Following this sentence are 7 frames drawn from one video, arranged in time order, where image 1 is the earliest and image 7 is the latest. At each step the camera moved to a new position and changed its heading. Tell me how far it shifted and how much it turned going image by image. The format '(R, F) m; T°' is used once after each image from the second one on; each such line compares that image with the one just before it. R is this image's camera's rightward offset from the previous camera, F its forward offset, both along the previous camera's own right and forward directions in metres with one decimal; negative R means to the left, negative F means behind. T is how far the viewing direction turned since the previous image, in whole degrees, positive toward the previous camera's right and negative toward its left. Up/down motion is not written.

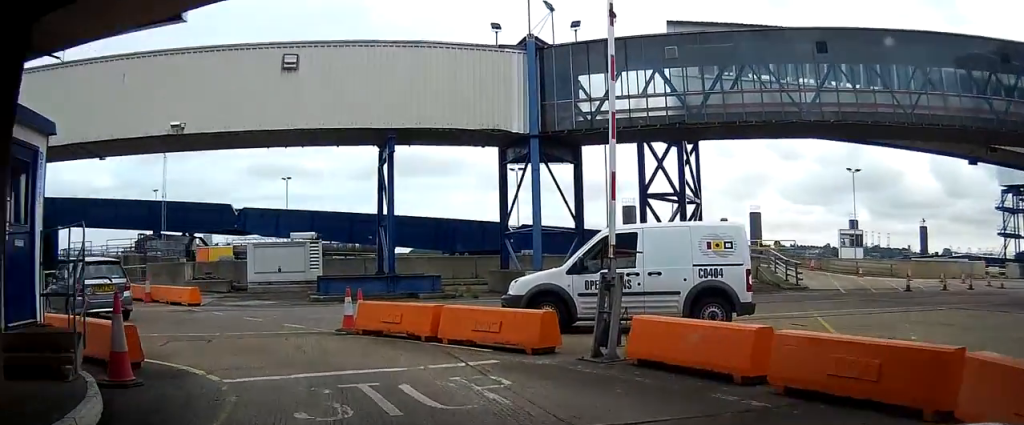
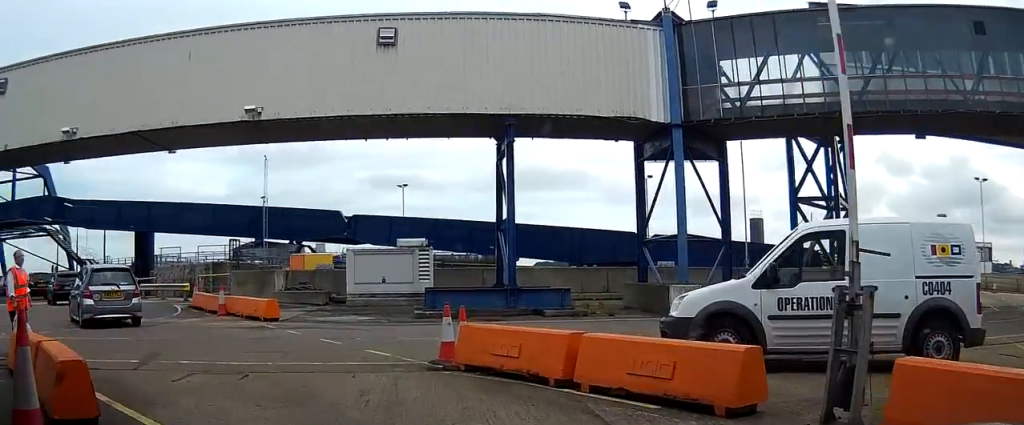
(-0.3, +3.7) m; -10°
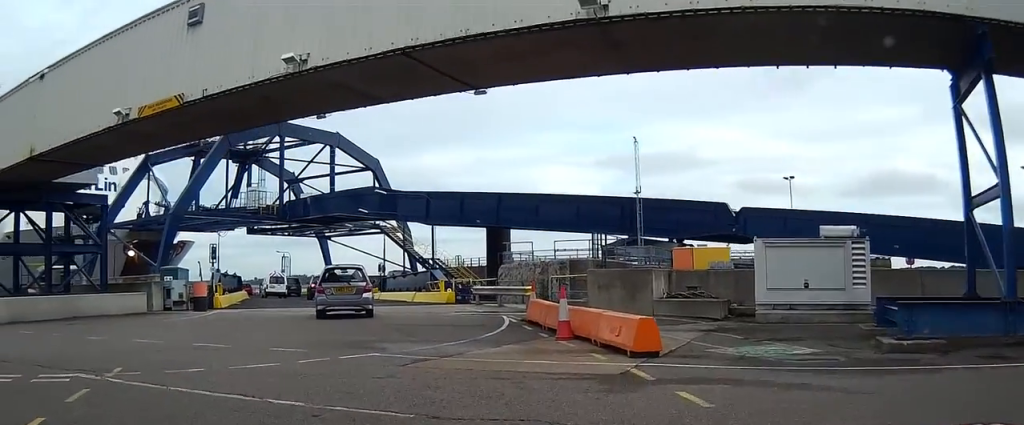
(-1.8, +8.9) m; -26°
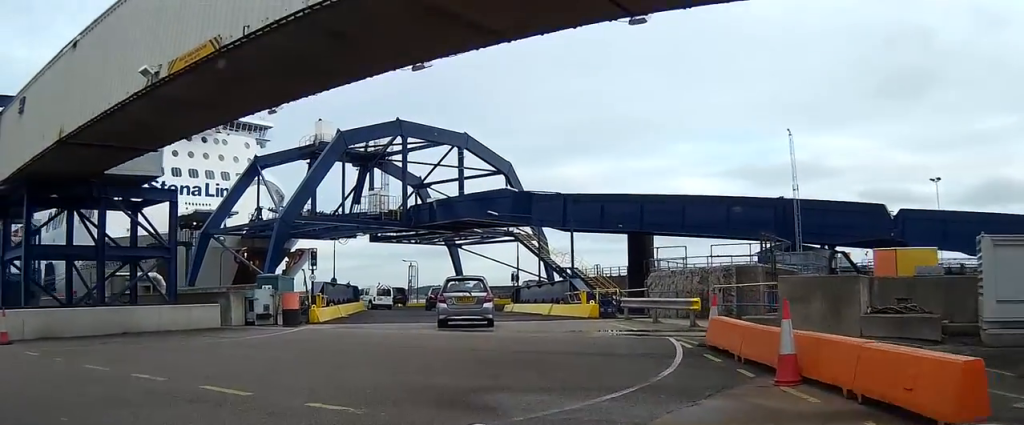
(-0.9, +4.9) m; -17°
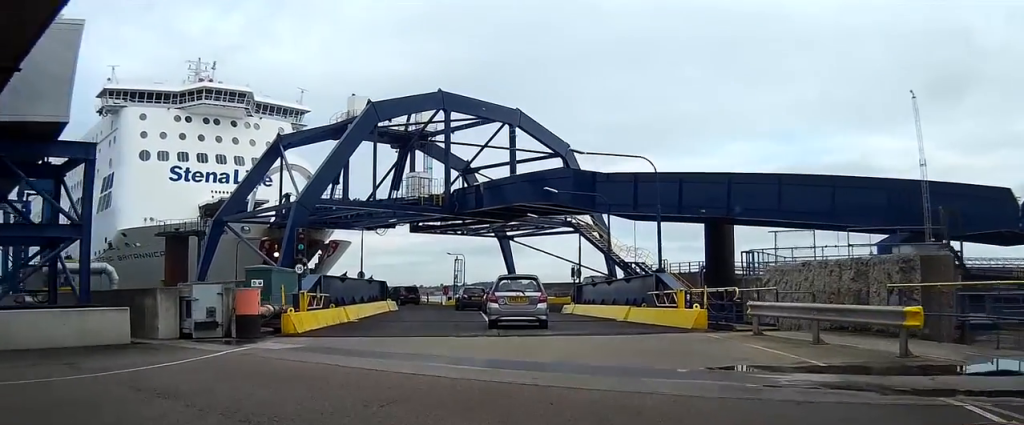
(-1.2, +7.9) m; -20°
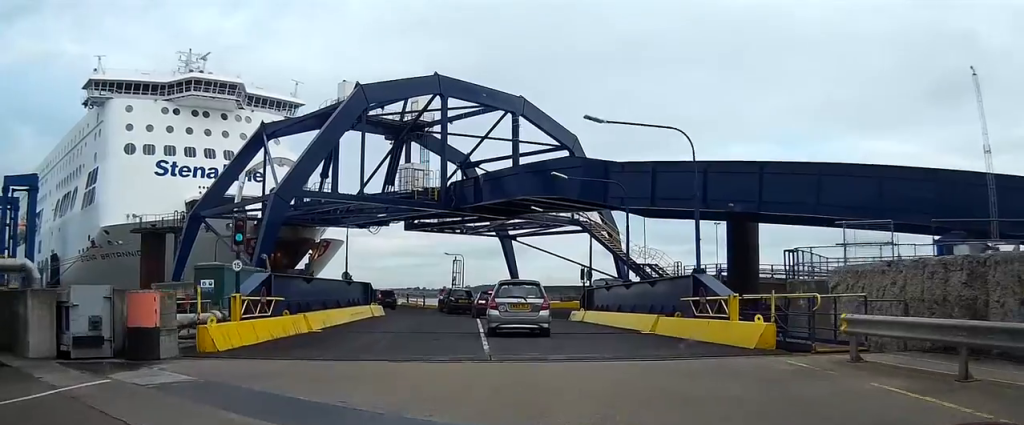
(-0.9, +4.2) m; -1°
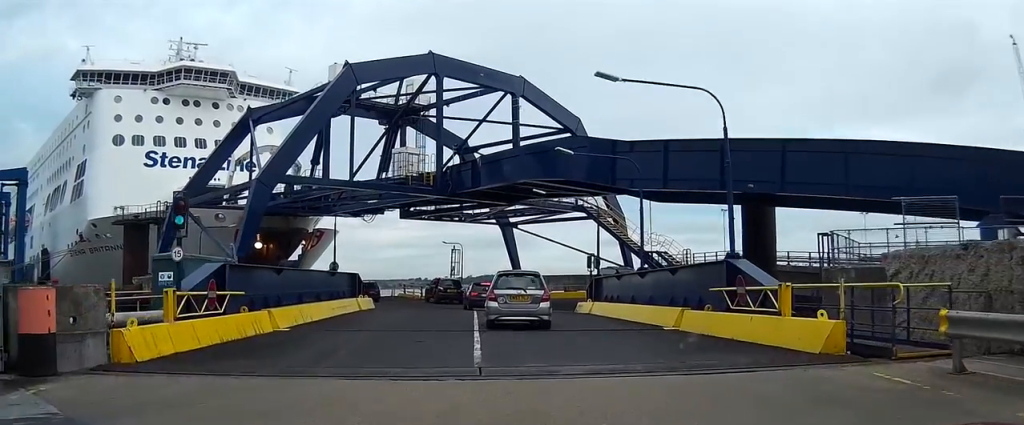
(+0.5, +2.9) m; +6°
